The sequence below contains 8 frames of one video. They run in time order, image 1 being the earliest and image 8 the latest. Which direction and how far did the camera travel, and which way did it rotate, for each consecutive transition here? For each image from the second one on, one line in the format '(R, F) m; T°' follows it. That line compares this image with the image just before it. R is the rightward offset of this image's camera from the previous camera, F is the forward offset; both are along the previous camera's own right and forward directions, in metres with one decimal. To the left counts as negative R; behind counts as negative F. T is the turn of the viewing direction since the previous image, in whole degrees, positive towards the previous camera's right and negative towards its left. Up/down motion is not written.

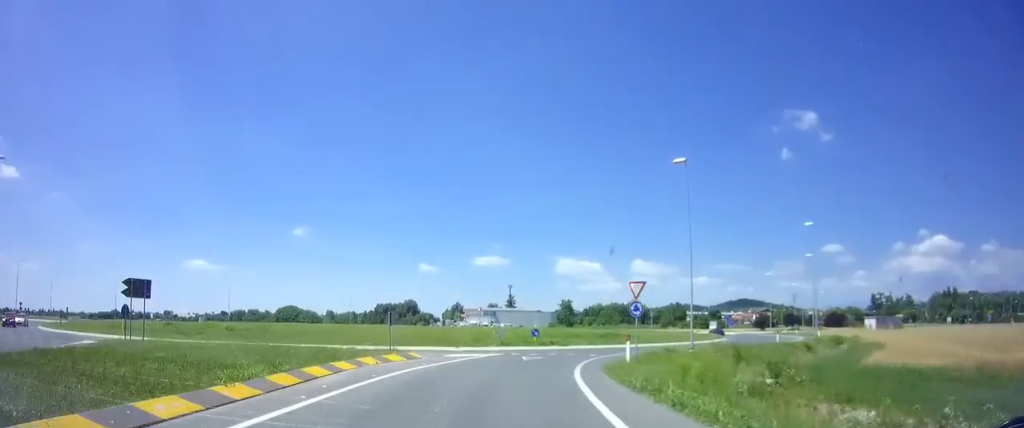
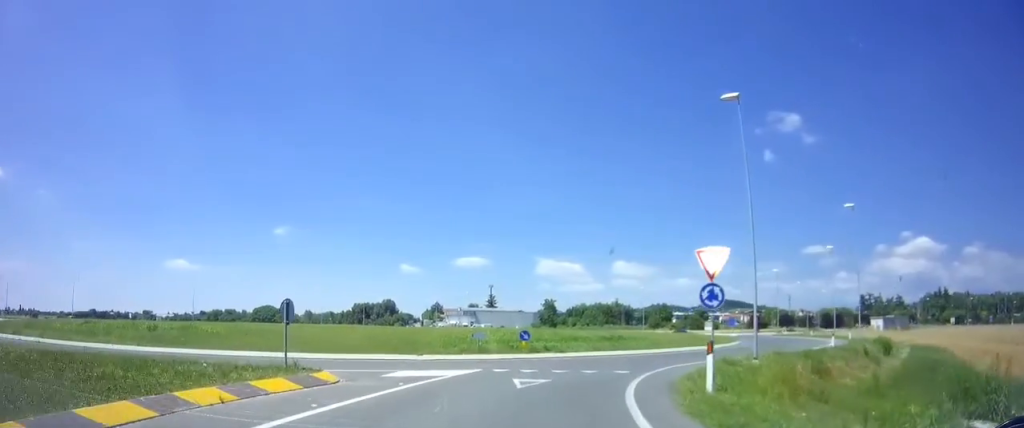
(-0.2, +8.7) m; +3°
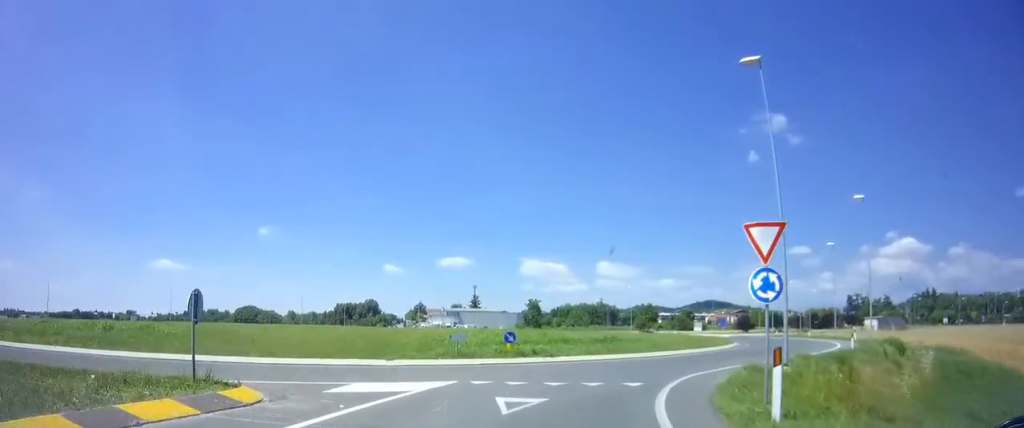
(+0.2, +3.4) m; +4°
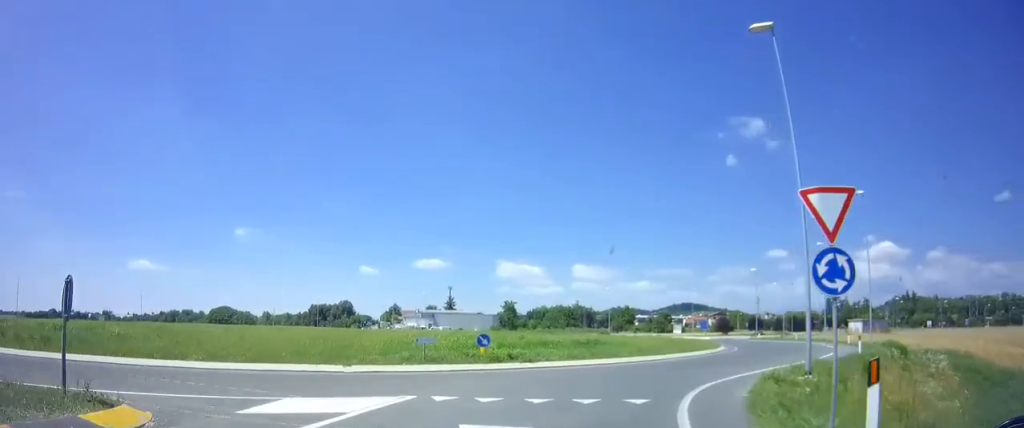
(+0.1, +3.0) m; +3°
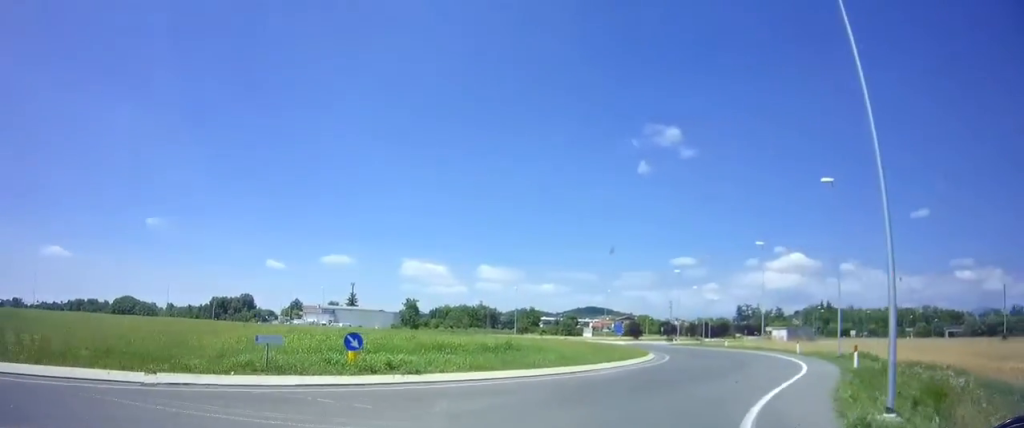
(+0.4, +7.2) m; +9°
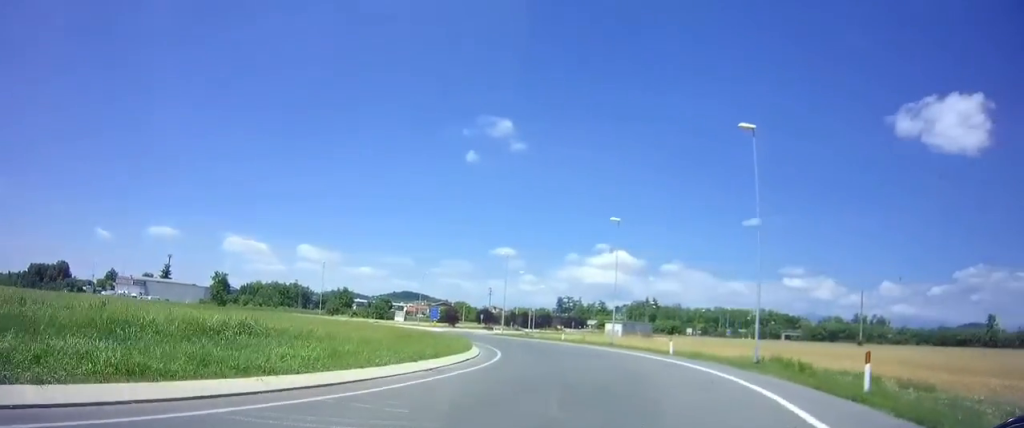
(+1.5, +10.0) m; +15°
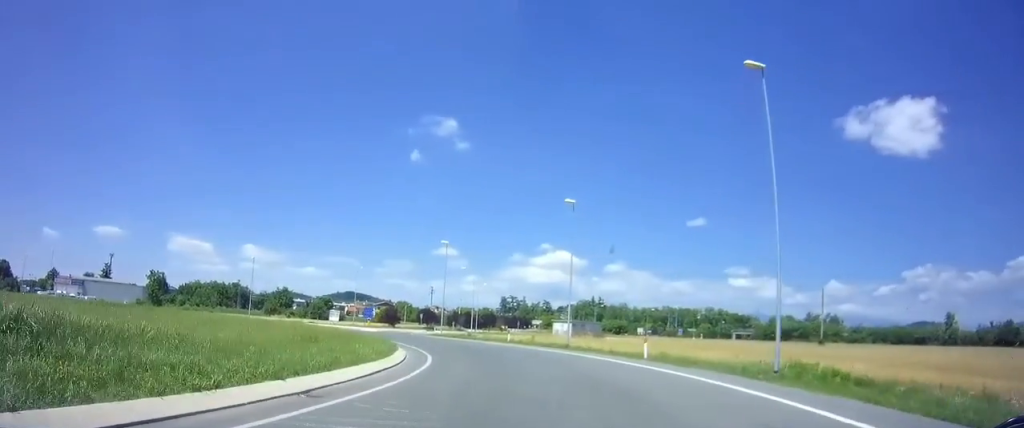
(+0.3, +5.5) m; +4°
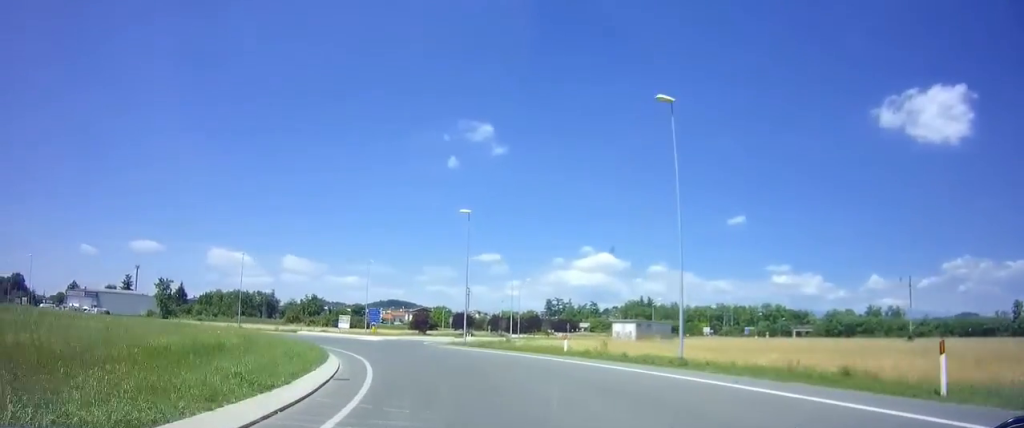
(-0.6, +16.5) m; -5°
